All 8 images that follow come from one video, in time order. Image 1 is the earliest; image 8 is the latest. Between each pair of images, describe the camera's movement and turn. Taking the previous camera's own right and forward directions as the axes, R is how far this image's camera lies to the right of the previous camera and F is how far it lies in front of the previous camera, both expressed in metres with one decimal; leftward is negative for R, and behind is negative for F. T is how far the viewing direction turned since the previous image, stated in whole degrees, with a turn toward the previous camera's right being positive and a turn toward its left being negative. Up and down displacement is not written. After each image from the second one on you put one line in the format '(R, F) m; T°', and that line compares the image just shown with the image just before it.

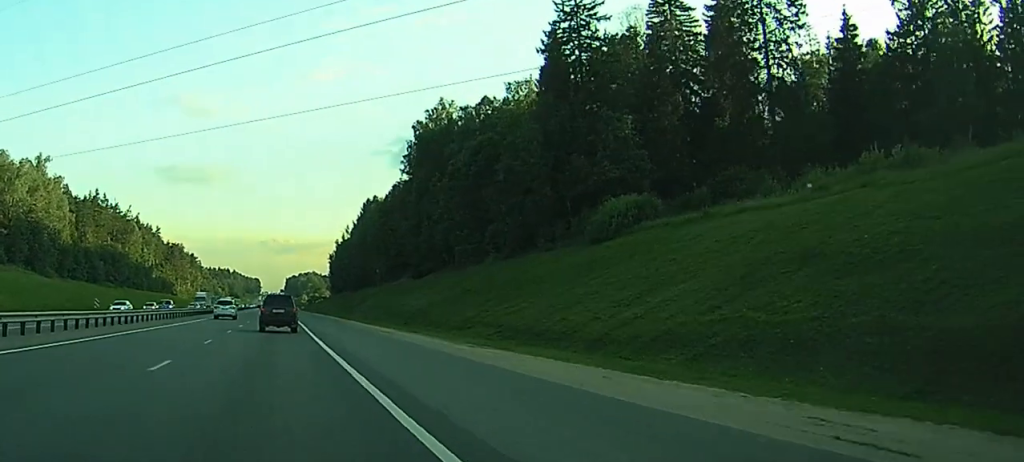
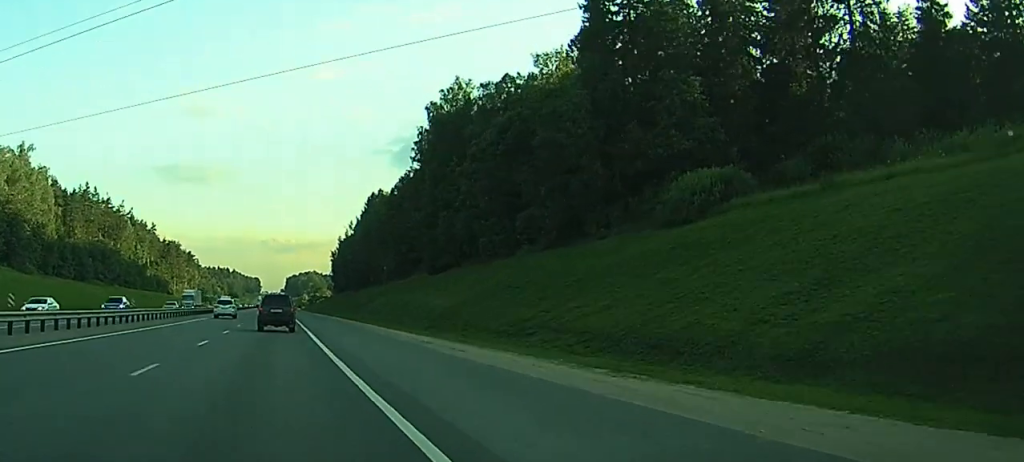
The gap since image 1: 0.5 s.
(0.0, +13.5) m; 0°
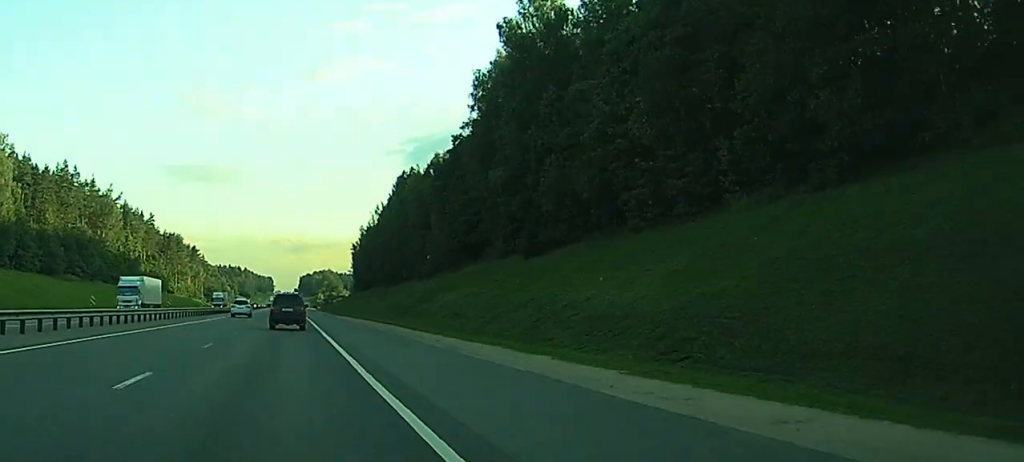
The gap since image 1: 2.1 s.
(-0.4, +38.6) m; -1°
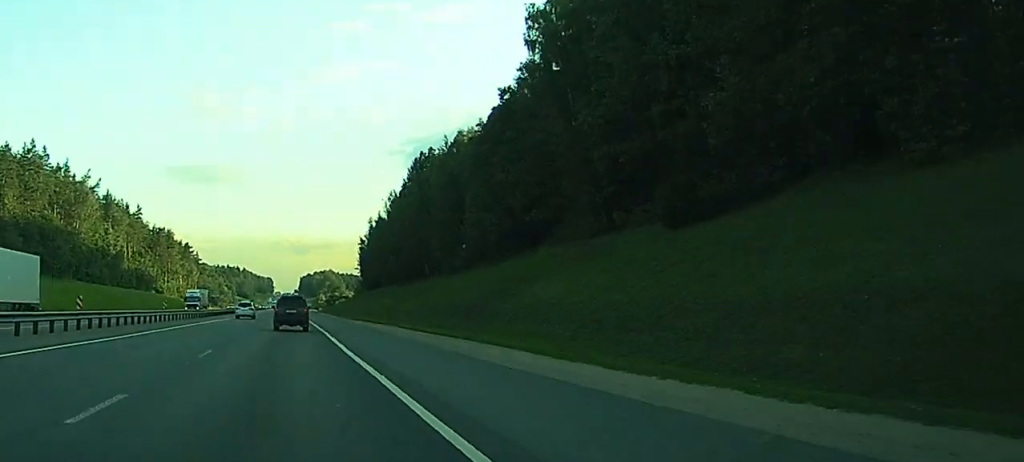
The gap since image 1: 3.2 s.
(-0.1, +27.4) m; 0°
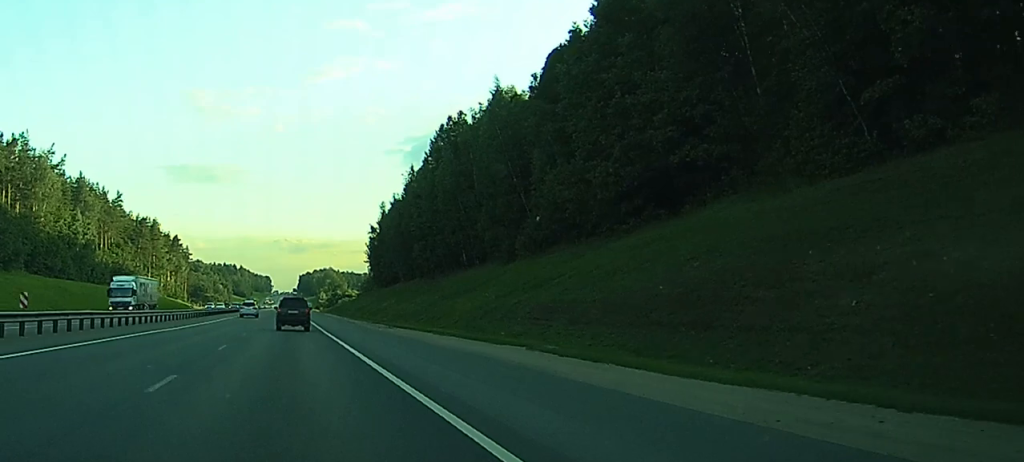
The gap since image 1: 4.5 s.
(+0.2, +32.1) m; +1°
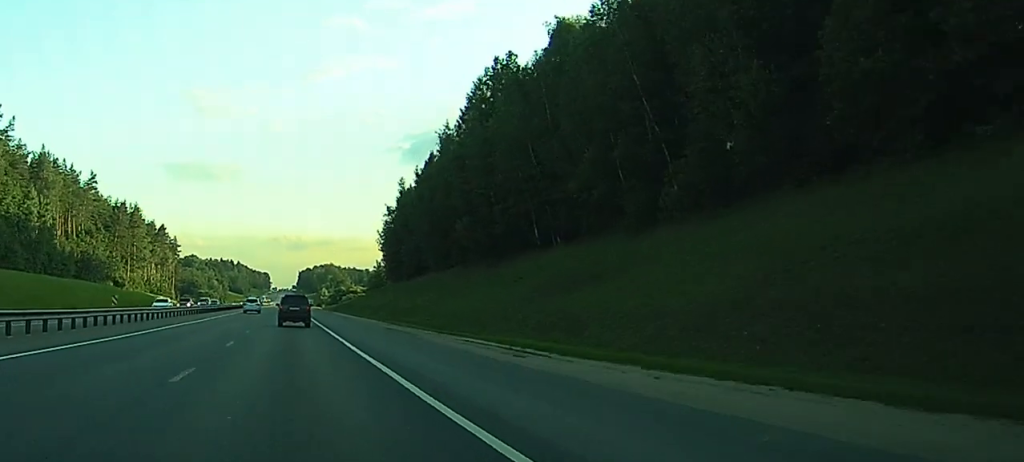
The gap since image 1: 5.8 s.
(+0.1, +33.5) m; 0°
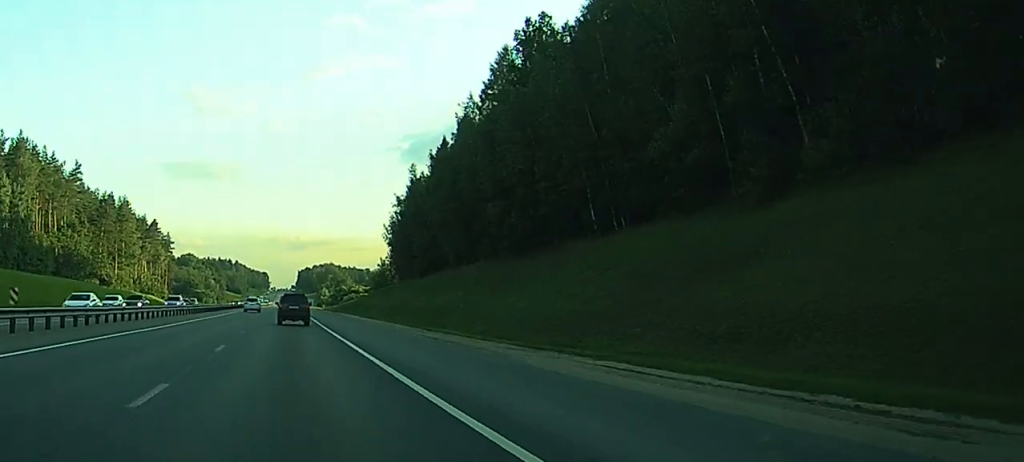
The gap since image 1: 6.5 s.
(0.0, +15.5) m; 0°
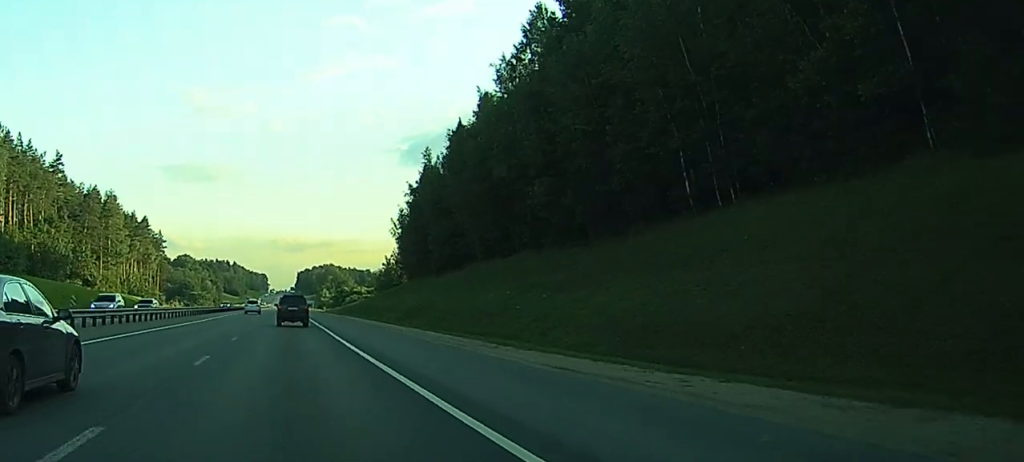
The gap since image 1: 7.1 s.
(-0.1, +16.3) m; 0°
